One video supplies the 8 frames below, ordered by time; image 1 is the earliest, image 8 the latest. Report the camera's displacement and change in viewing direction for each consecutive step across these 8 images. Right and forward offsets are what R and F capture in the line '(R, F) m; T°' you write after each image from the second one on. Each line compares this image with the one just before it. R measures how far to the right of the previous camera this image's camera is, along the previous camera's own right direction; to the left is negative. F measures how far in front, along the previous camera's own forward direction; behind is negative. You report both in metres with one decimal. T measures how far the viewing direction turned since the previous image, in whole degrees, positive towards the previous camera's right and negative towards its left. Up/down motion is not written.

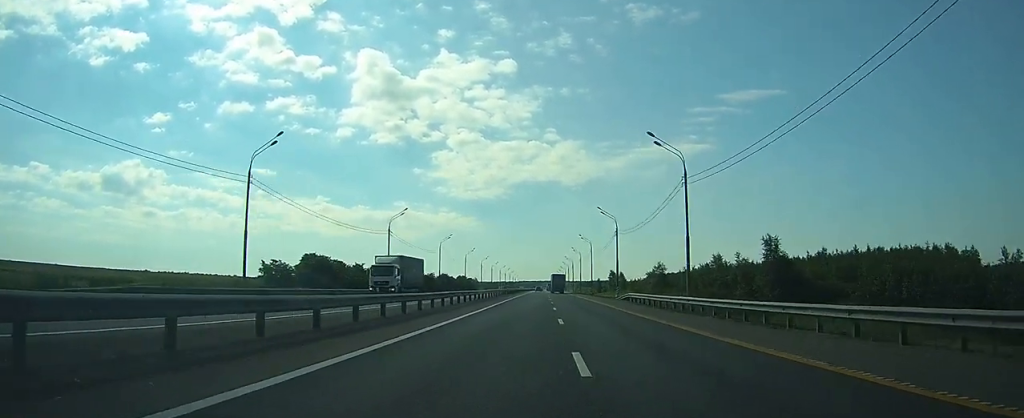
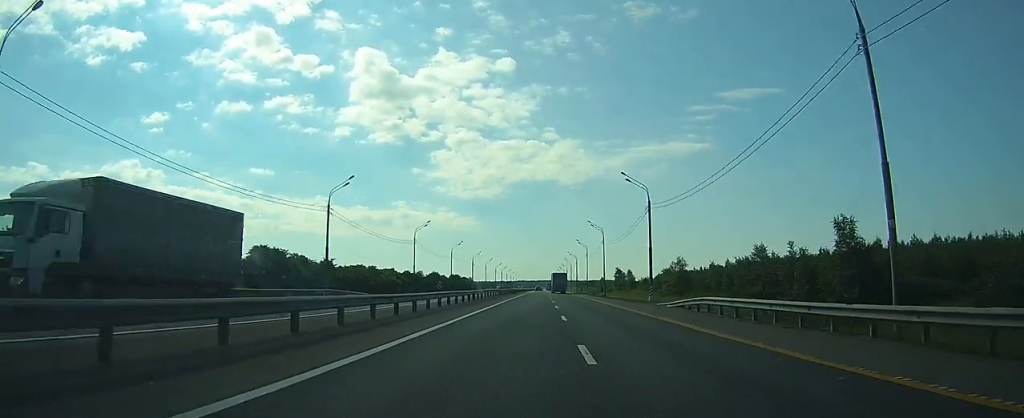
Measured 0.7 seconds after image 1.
(0.0, +22.4) m; 0°
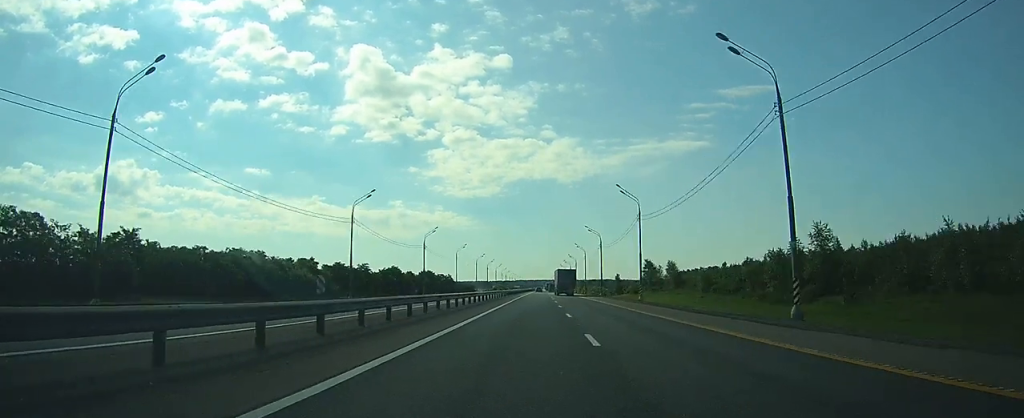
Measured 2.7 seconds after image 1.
(+0.3, +67.6) m; 0°
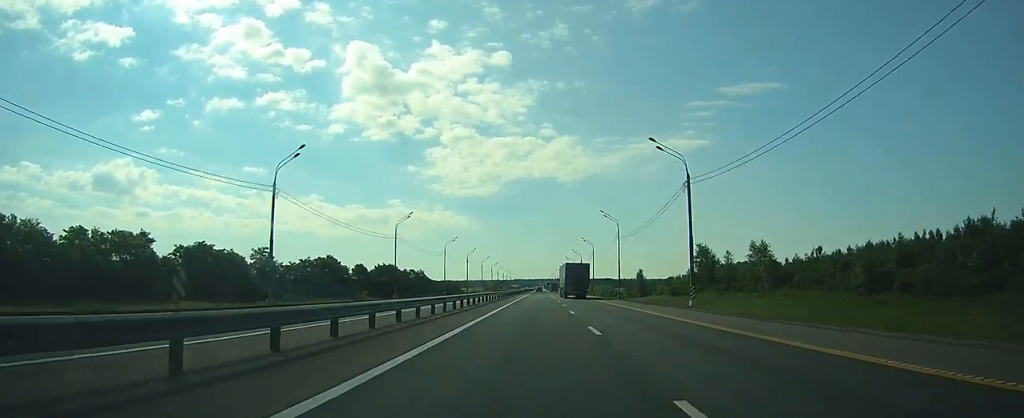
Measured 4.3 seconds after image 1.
(0.0, +56.6) m; 0°
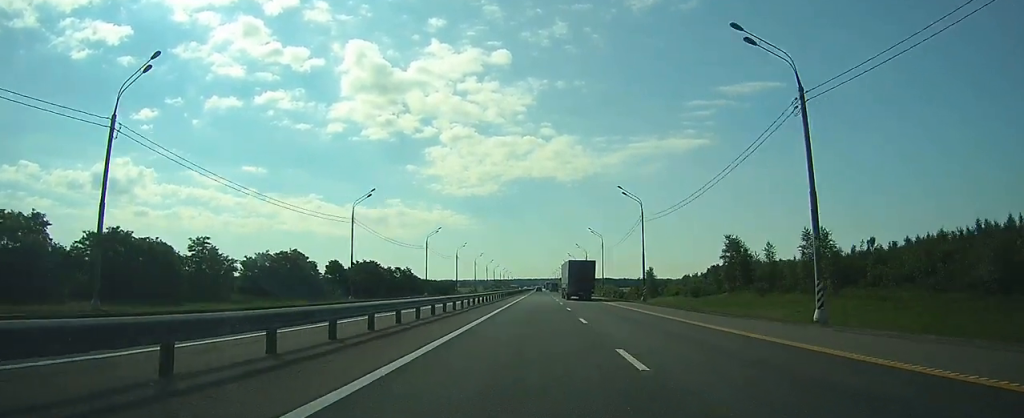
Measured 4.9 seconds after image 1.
(0.0, +18.2) m; 0°
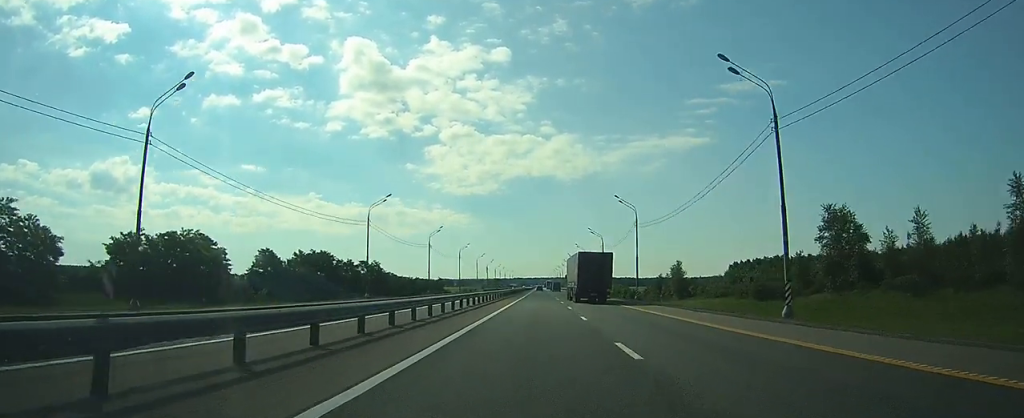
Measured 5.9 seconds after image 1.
(+0.1, +34.1) m; 0°
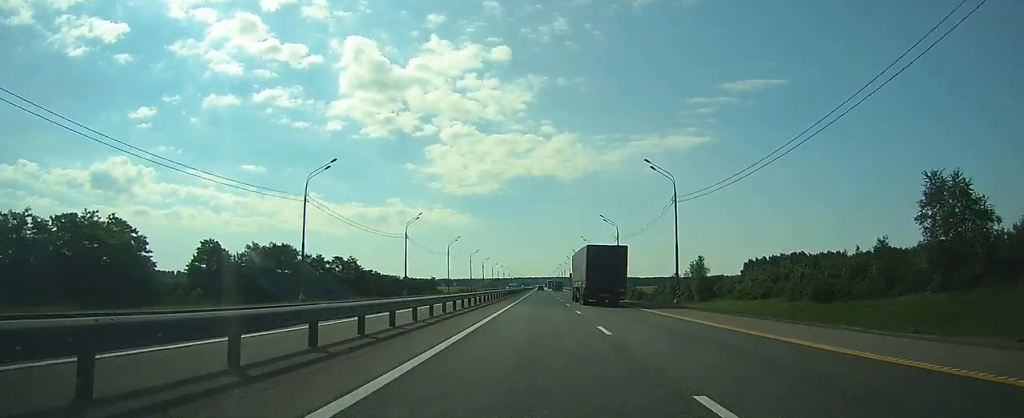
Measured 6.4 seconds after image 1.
(+0.1, +18.3) m; 0°
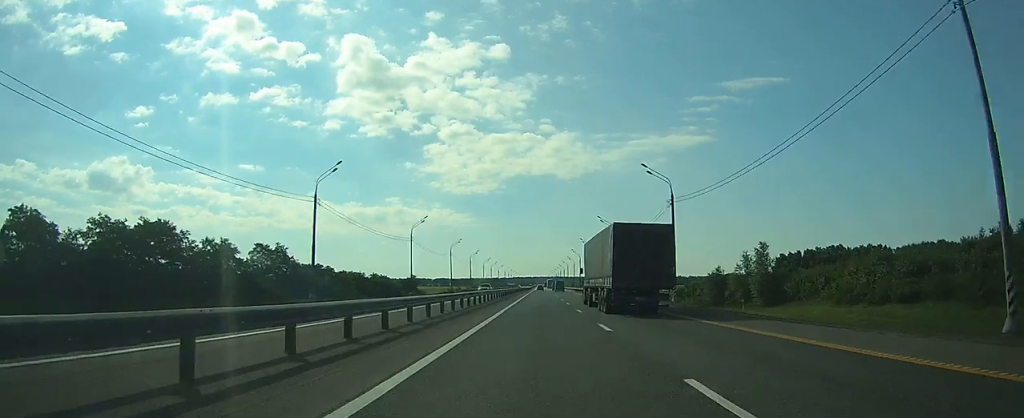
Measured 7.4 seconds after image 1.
(0.0, +34.3) m; 0°
